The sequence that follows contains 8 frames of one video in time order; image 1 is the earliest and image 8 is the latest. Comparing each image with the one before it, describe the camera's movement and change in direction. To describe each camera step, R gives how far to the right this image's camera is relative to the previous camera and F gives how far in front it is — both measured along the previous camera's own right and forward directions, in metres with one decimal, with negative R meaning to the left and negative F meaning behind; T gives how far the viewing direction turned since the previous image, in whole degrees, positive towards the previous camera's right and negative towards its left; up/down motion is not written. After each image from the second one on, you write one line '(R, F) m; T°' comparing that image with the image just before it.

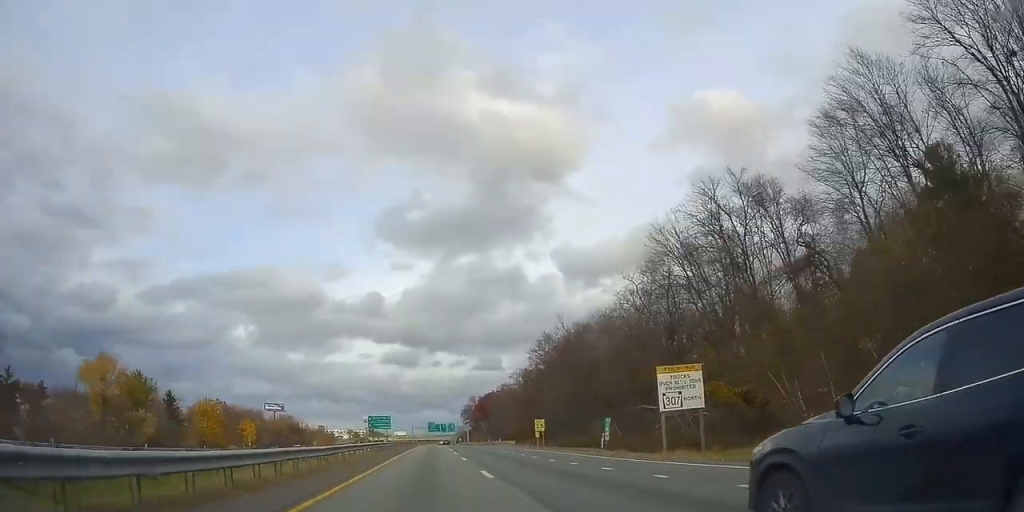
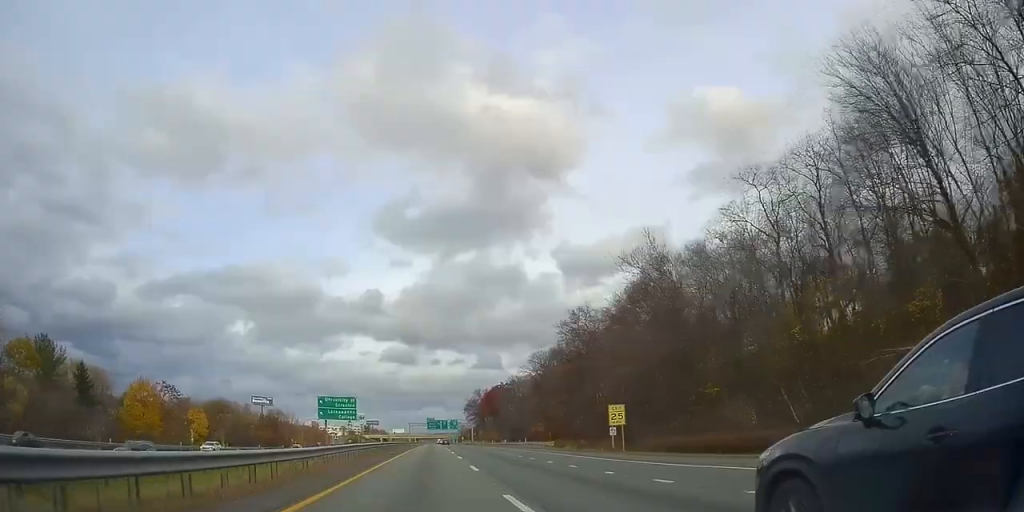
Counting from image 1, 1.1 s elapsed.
(+0.6, +32.3) m; +1°
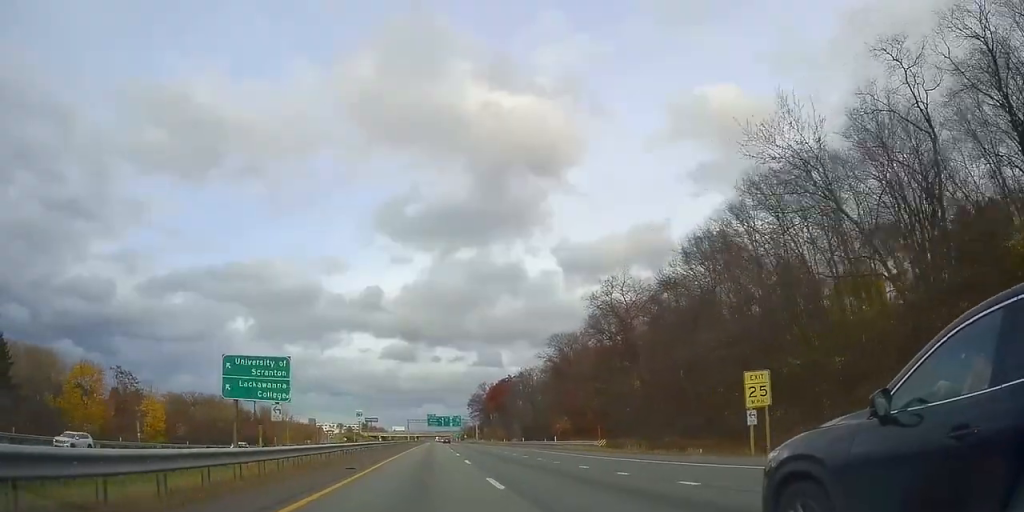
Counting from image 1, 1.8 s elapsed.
(+0.2, +20.0) m; 0°
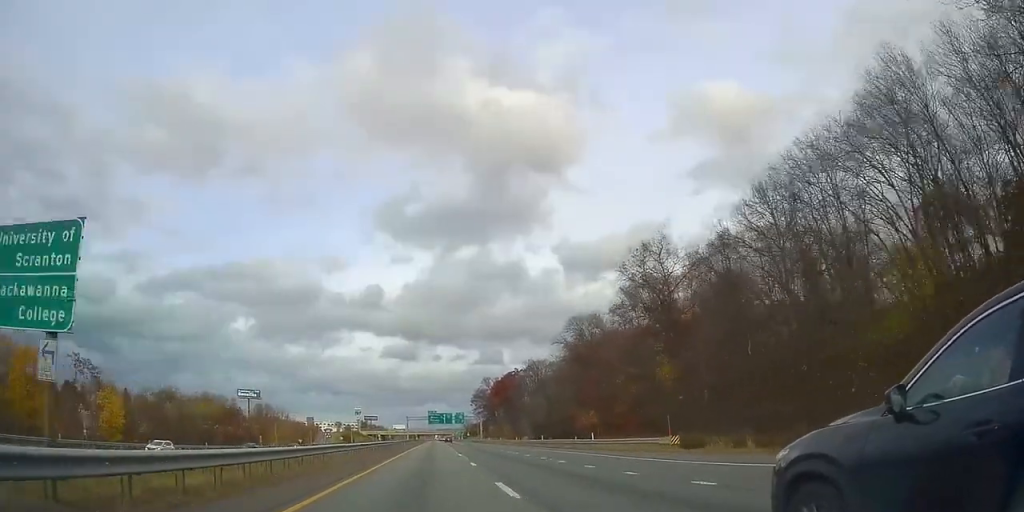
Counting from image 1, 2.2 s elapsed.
(-0.1, +14.5) m; -1°
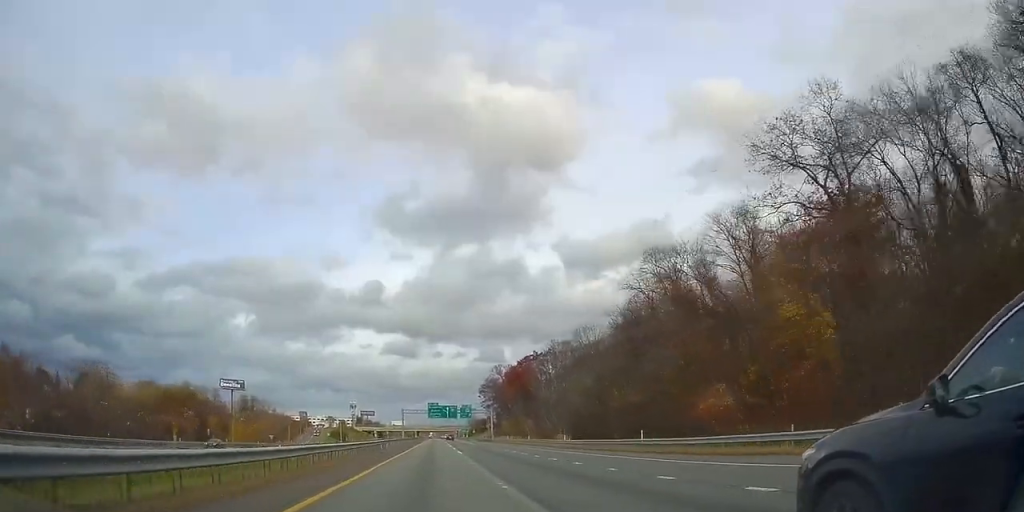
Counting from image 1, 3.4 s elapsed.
(-1.0, +34.4) m; -1°
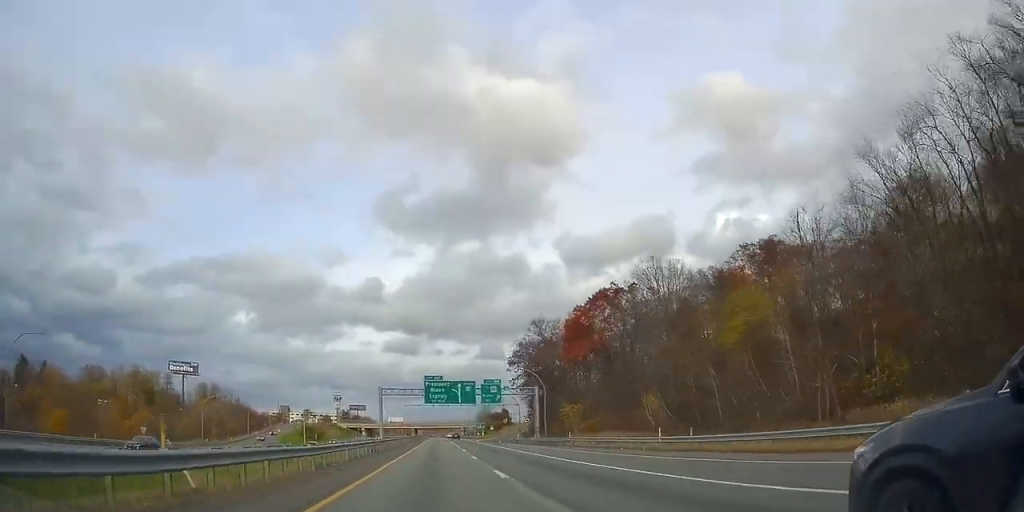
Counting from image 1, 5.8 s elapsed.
(+1.9, +71.3) m; +2°
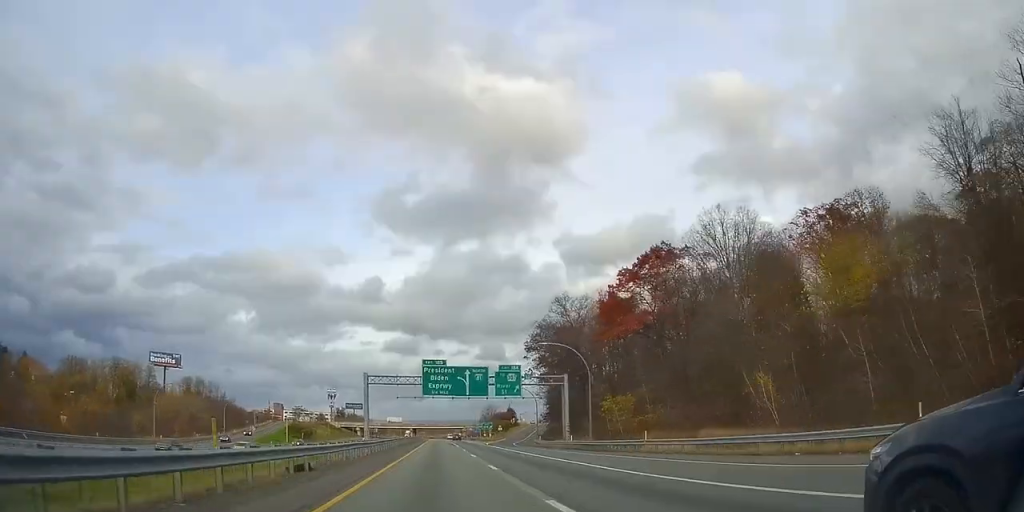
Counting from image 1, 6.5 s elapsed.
(-0.2, +20.9) m; 0°
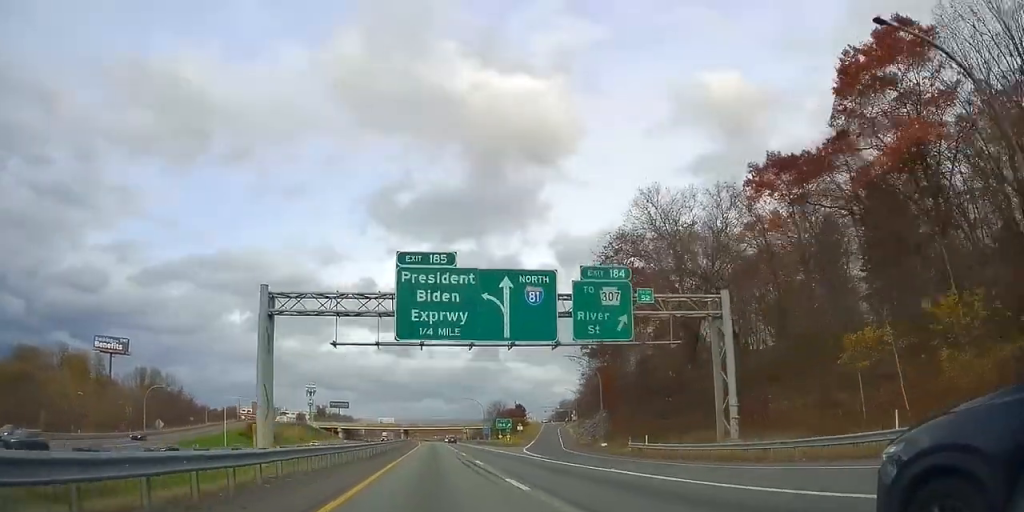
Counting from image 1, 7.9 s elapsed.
(0.0, +43.2) m; 0°
